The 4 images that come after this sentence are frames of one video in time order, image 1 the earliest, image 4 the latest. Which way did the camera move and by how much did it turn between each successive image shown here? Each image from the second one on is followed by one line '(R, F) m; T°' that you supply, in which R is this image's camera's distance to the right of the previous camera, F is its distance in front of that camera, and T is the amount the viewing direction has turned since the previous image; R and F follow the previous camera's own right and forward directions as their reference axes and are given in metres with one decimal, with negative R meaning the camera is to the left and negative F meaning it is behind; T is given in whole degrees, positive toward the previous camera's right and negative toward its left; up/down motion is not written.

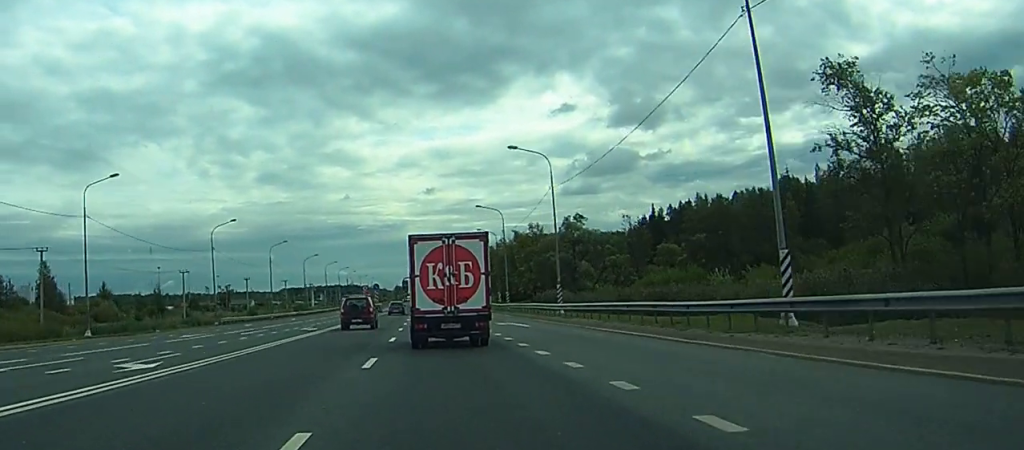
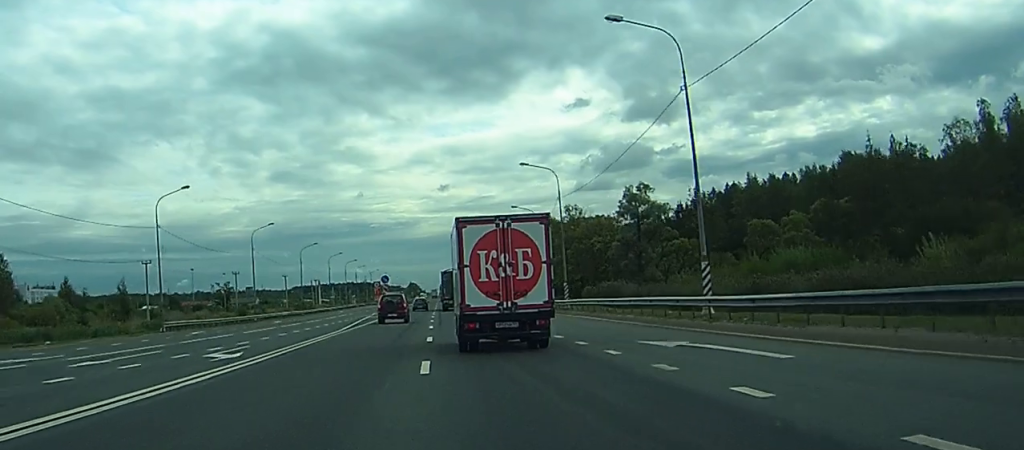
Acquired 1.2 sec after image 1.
(-0.1, +25.8) m; -1°
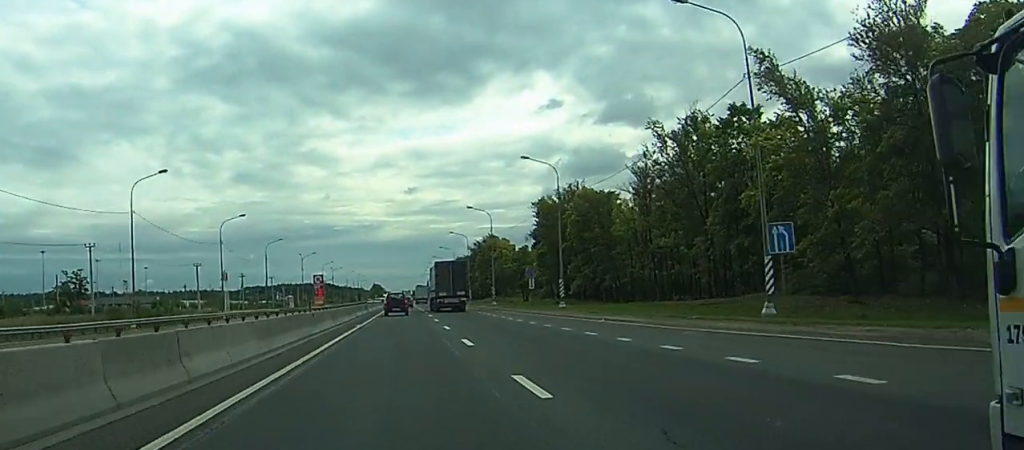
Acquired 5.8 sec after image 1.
(+0.3, +110.8) m; +1°
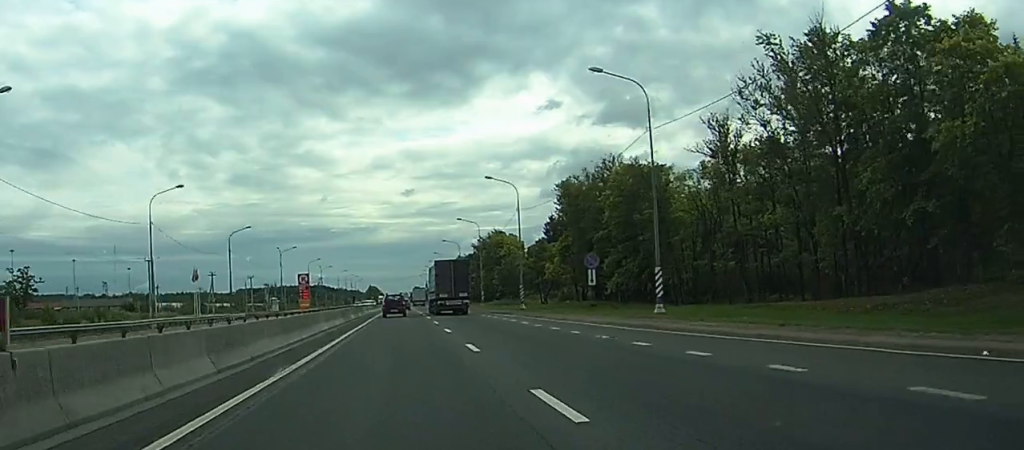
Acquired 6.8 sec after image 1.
(+0.1, +26.2) m; 0°
